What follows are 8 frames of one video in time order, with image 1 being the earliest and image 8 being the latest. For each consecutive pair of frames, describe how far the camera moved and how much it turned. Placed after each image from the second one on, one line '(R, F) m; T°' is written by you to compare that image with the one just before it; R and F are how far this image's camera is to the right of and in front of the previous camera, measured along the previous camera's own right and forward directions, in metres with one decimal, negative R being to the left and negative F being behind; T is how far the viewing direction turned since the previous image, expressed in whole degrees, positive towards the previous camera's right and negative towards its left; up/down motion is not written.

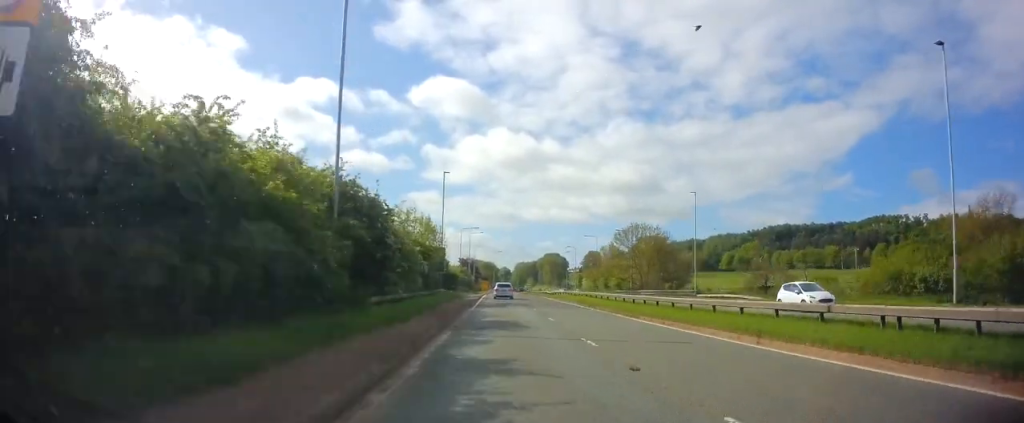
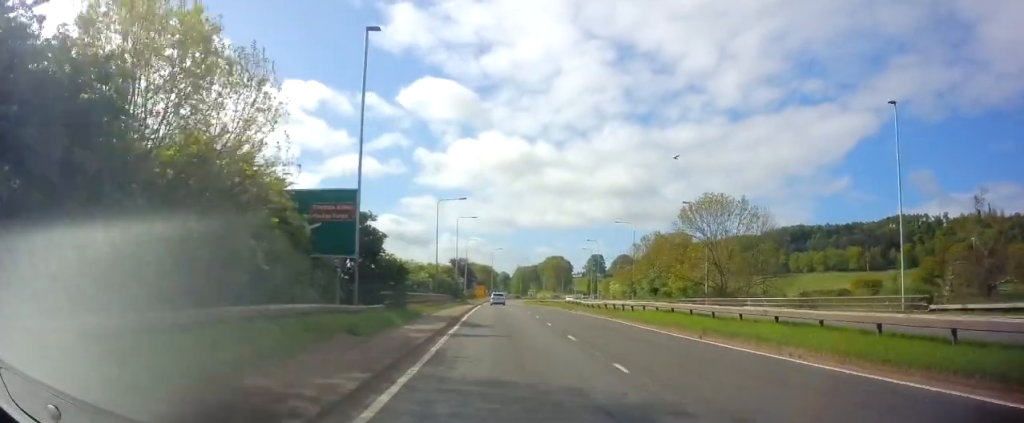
(0.0, +34.2) m; 0°
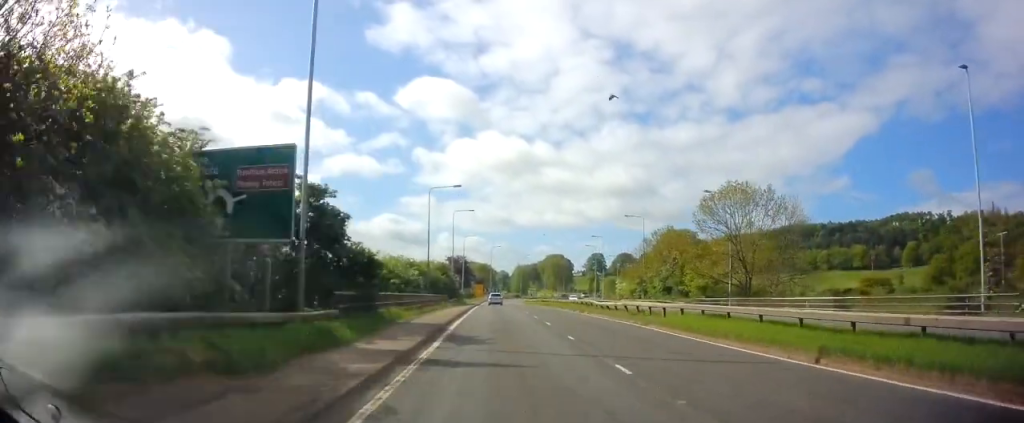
(-0.1, +6.4) m; 0°
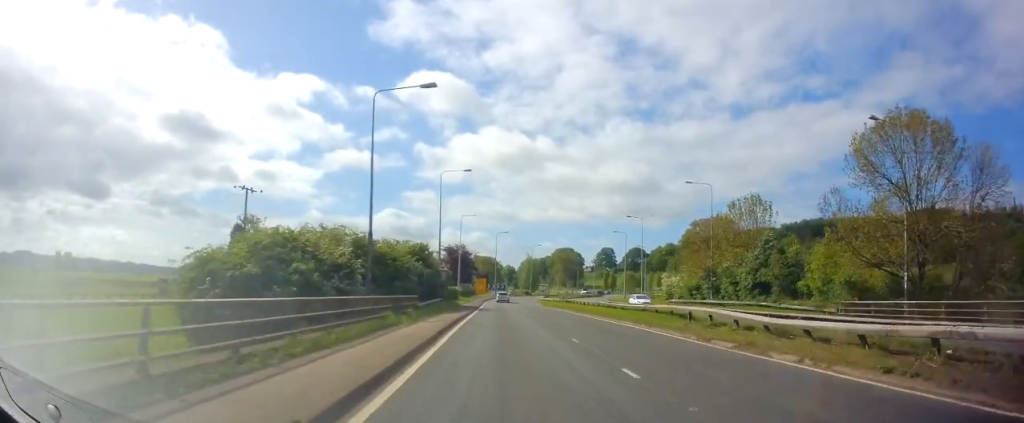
(+0.3, +24.3) m; 0°
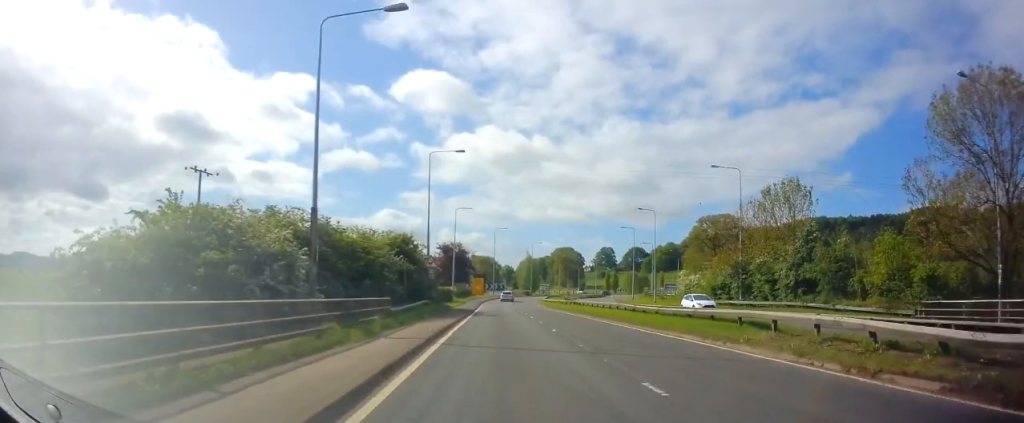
(-0.3, +7.6) m; 0°
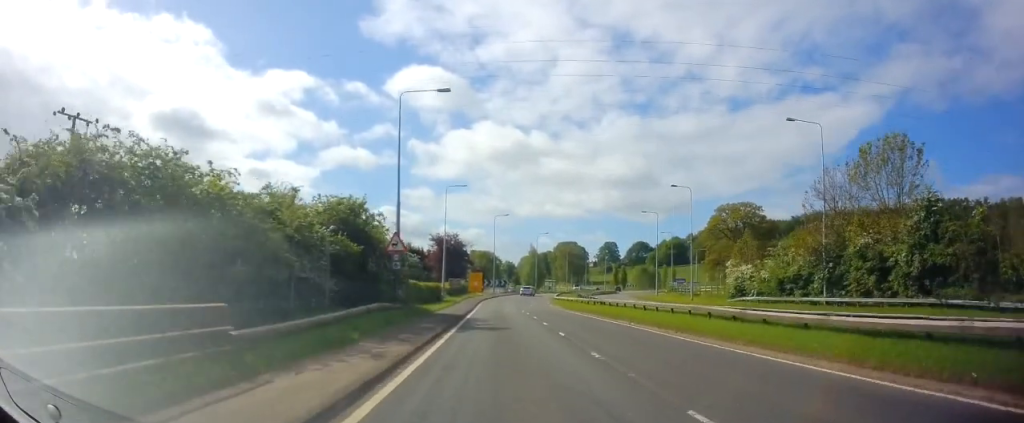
(0.0, +14.1) m; 0°
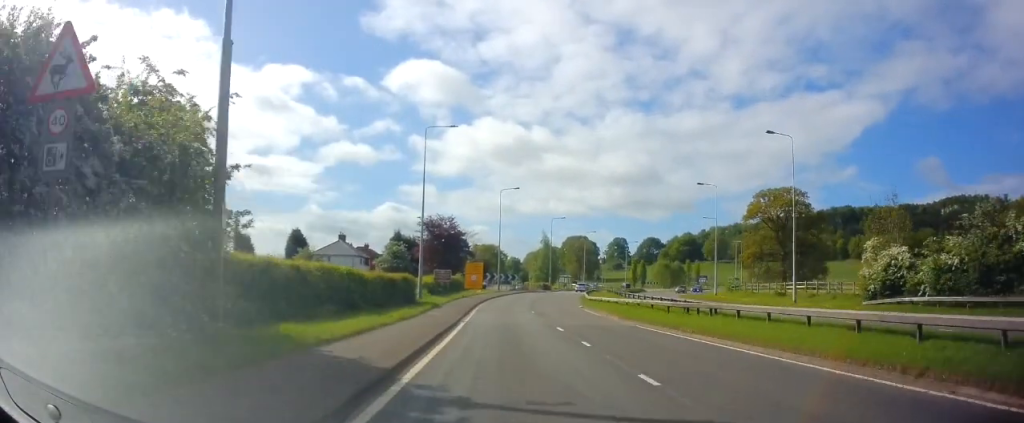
(+0.1, +21.4) m; 0°
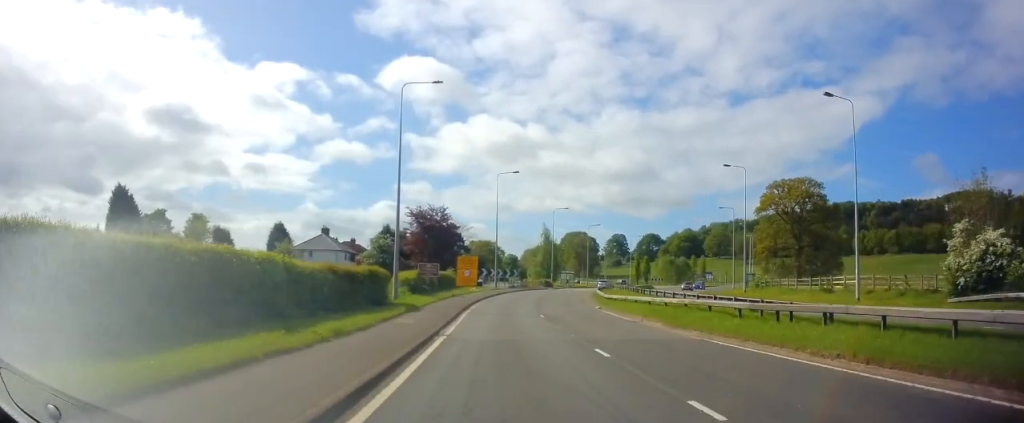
(+0.1, +8.3) m; 0°
